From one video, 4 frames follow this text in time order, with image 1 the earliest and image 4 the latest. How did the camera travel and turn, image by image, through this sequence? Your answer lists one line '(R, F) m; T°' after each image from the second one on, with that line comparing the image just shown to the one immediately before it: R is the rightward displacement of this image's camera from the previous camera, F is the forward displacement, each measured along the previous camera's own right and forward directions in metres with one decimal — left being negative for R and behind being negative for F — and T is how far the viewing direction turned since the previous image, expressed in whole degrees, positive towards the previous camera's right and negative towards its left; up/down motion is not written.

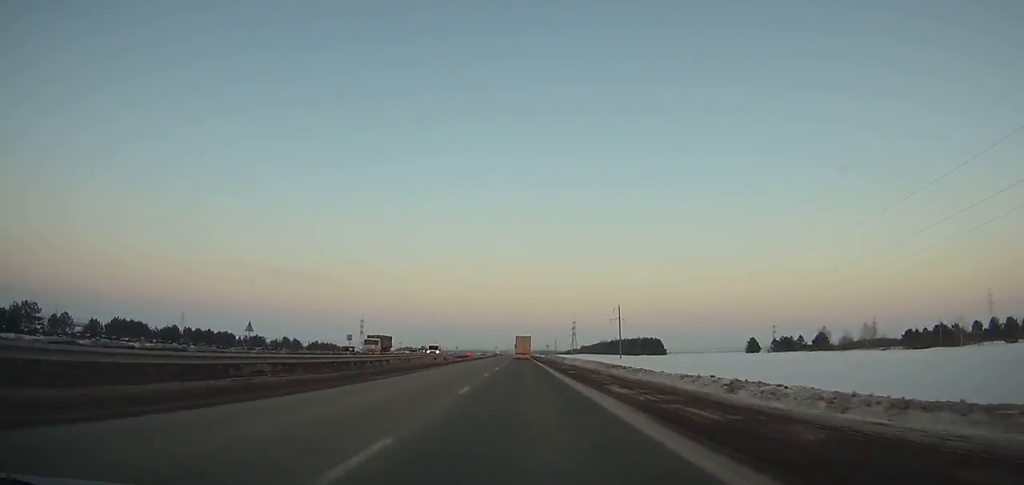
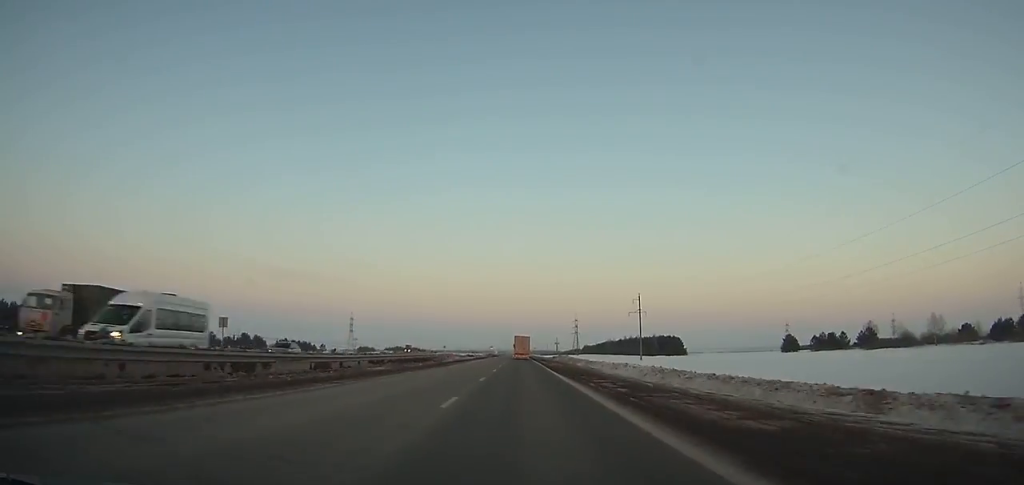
(-0.1, +41.5) m; 0°
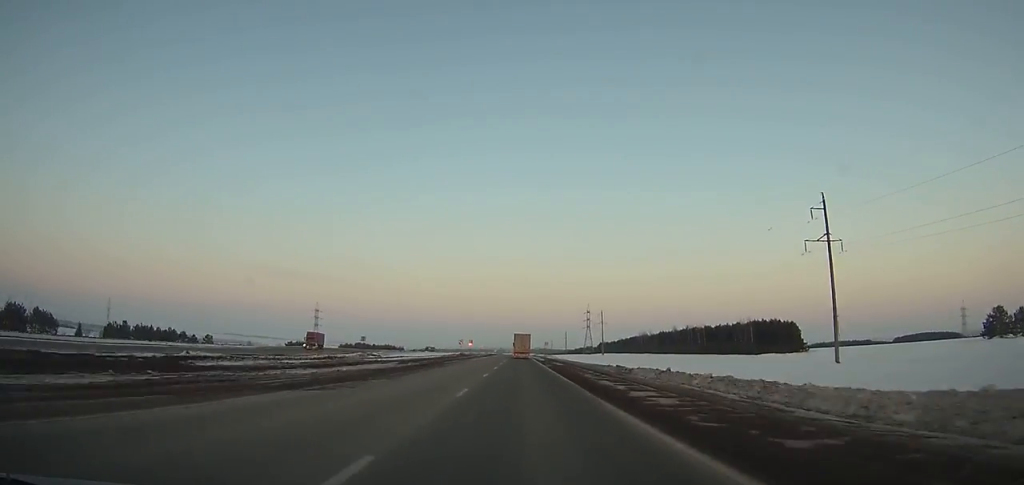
(+0.3, +117.4) m; 0°
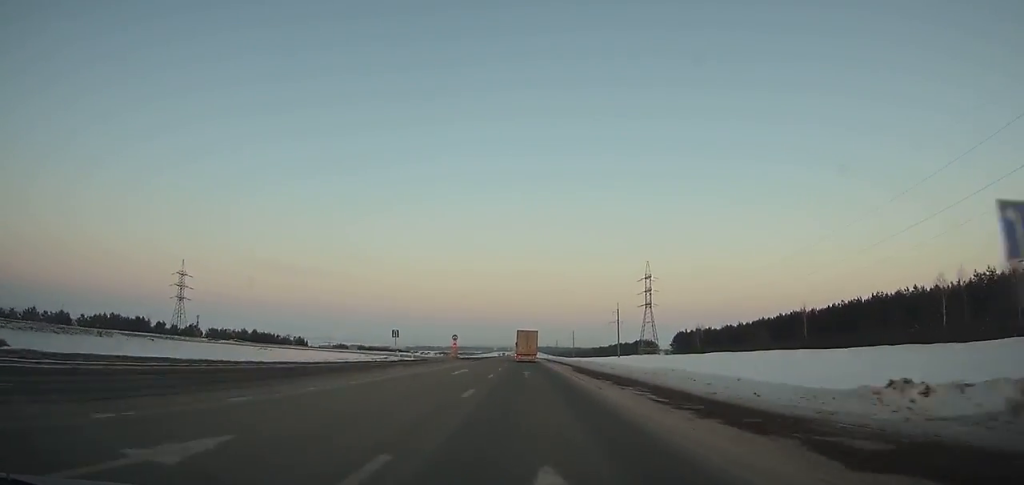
(-0.1, +240.3) m; 0°
